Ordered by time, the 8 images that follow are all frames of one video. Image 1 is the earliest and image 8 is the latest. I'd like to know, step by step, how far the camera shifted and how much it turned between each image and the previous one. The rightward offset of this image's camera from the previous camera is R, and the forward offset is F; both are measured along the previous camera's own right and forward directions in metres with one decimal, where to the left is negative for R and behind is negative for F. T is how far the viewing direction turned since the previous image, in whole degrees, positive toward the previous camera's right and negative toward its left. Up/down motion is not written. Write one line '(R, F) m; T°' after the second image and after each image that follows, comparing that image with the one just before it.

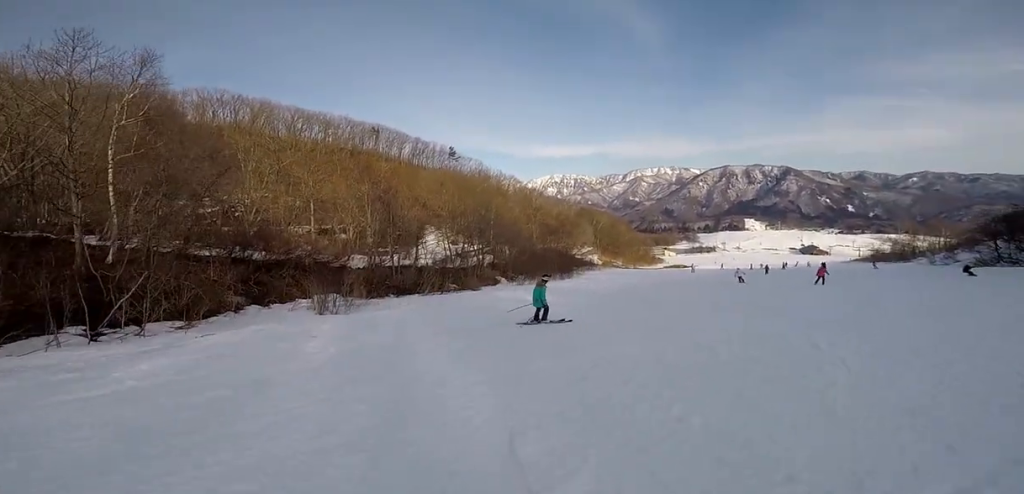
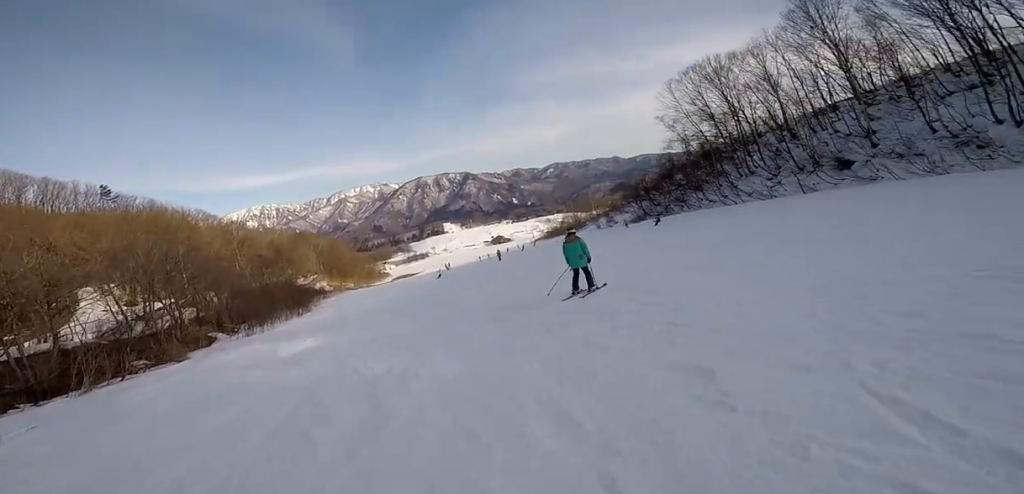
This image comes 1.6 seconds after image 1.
(+3.6, +6.1) m; +48°
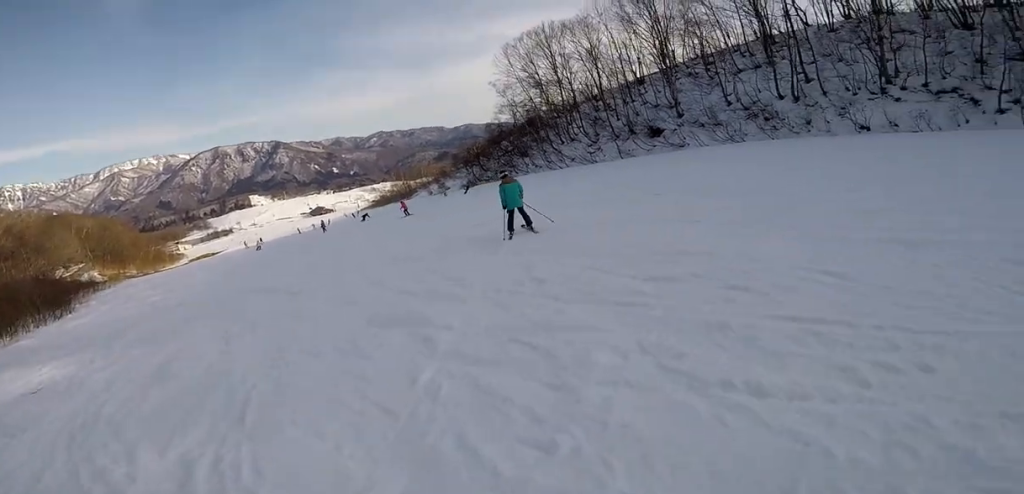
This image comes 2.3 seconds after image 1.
(+0.5, +3.3) m; +10°
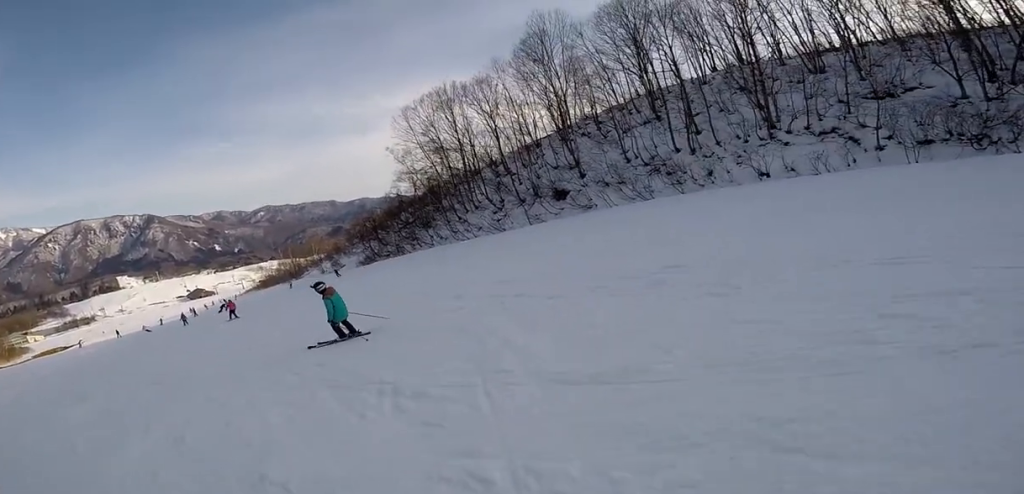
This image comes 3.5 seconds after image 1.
(+0.5, +5.4) m; 0°
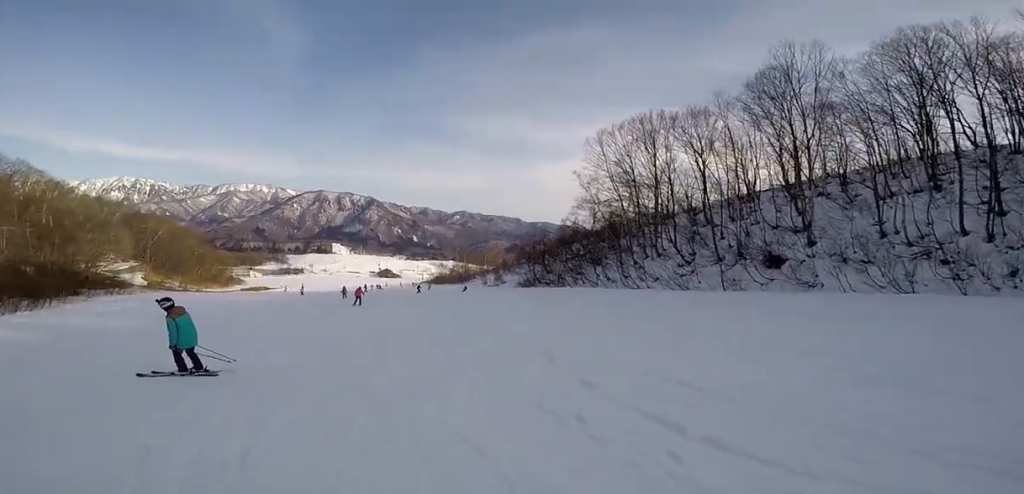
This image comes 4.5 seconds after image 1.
(-0.5, +4.5) m; -17°
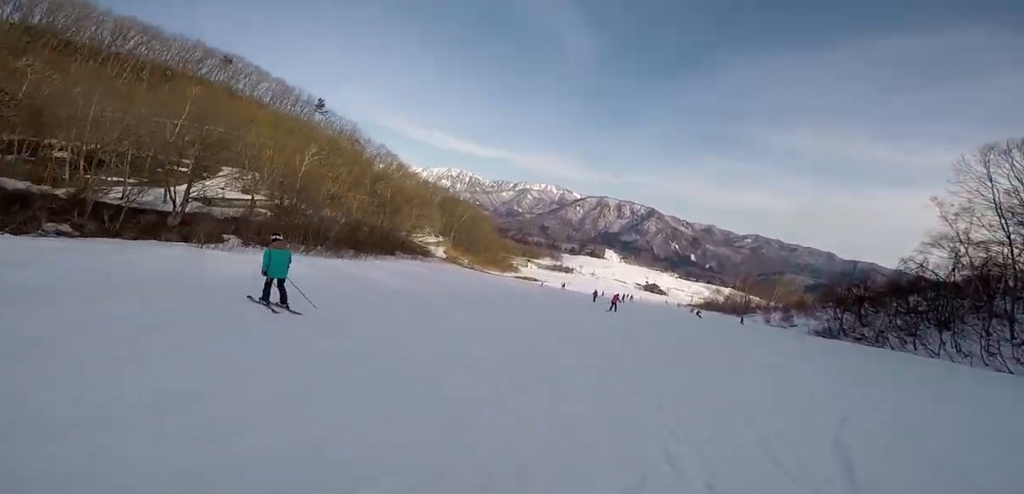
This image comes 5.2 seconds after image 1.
(-0.4, +2.6) m; -23°
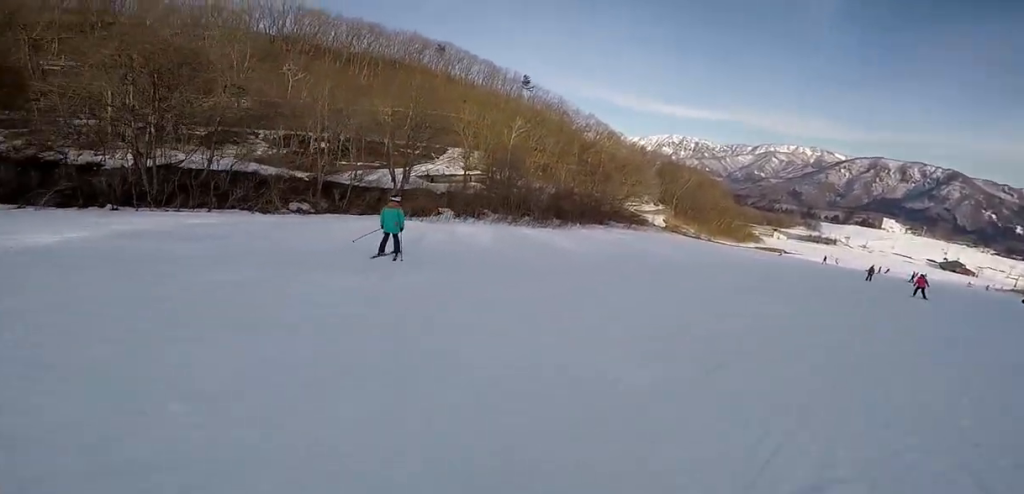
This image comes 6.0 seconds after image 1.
(-0.5, +2.7) m; -32°
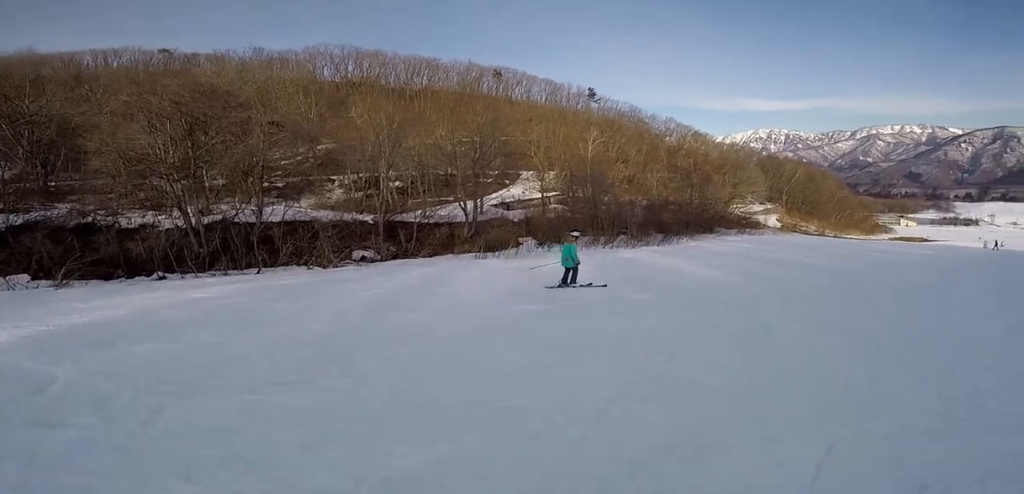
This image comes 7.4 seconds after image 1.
(-2.0, +4.8) m; -7°
